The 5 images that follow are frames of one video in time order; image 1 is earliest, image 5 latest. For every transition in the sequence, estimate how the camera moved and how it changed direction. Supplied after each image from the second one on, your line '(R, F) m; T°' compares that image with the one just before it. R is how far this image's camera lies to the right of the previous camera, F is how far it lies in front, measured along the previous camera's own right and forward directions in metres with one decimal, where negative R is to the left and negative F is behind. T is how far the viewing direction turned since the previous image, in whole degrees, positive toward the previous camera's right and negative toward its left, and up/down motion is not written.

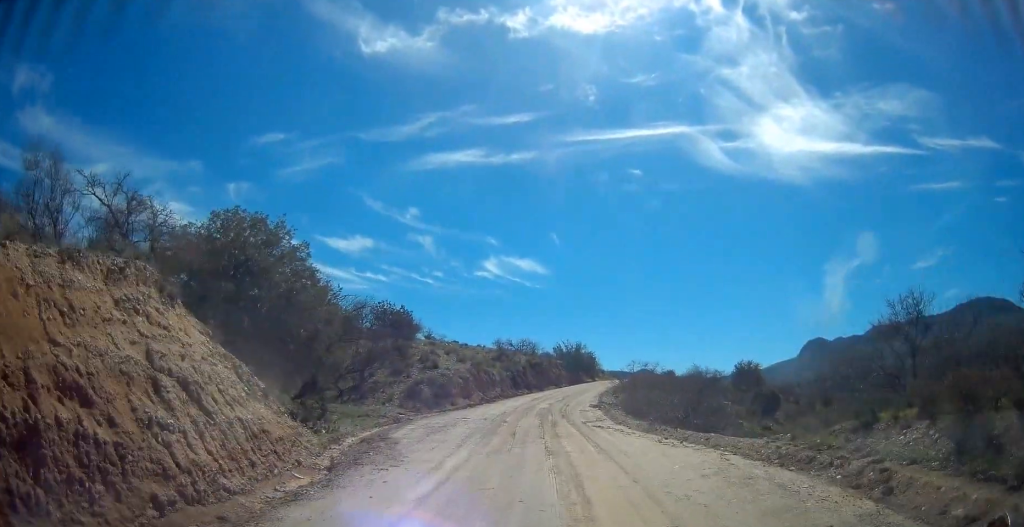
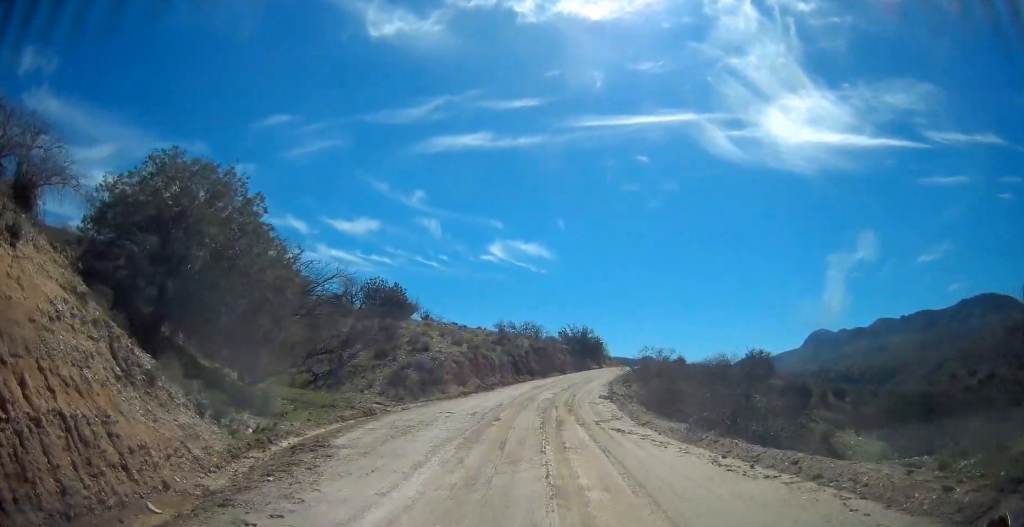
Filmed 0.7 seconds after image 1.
(-0.1, +4.3) m; -1°
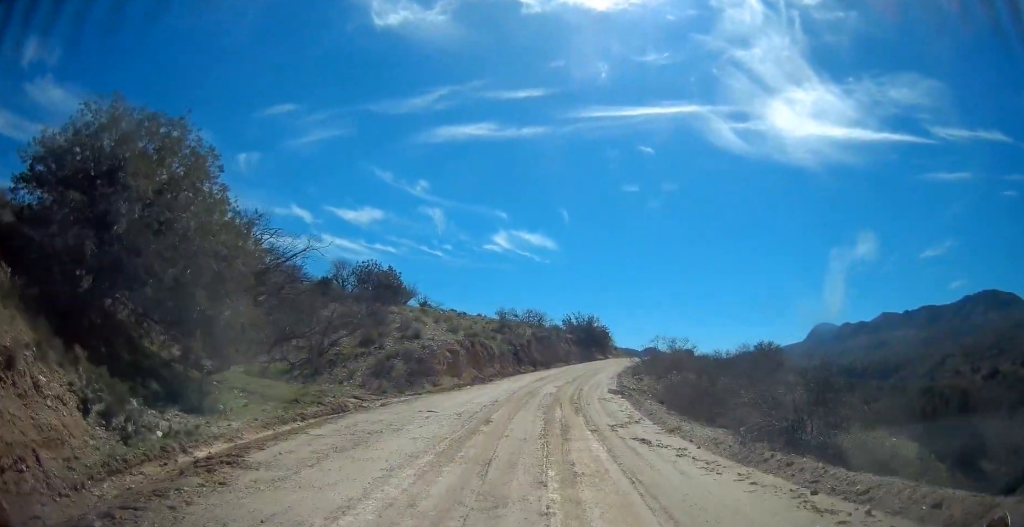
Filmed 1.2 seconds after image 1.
(0.0, +3.1) m; -1°
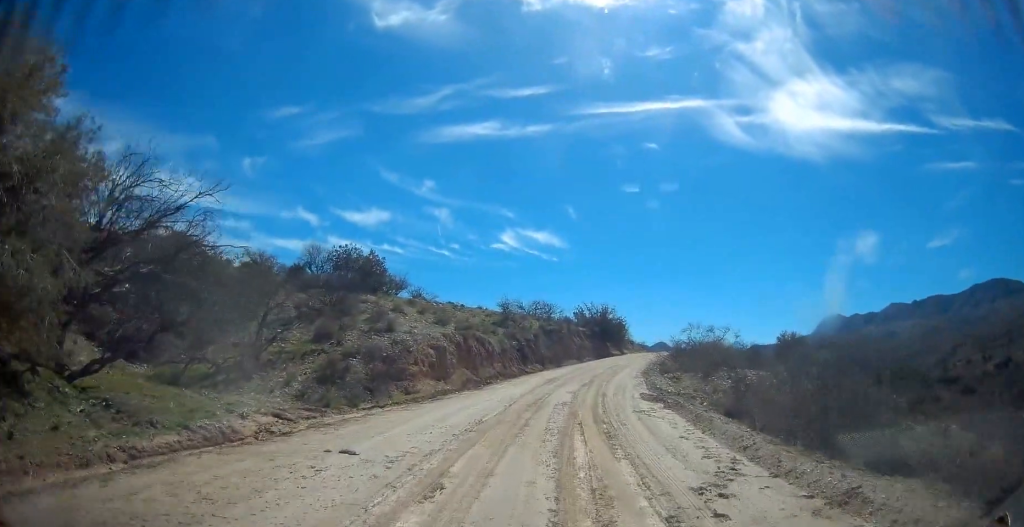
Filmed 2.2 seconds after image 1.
(-0.1, +6.6) m; -2°
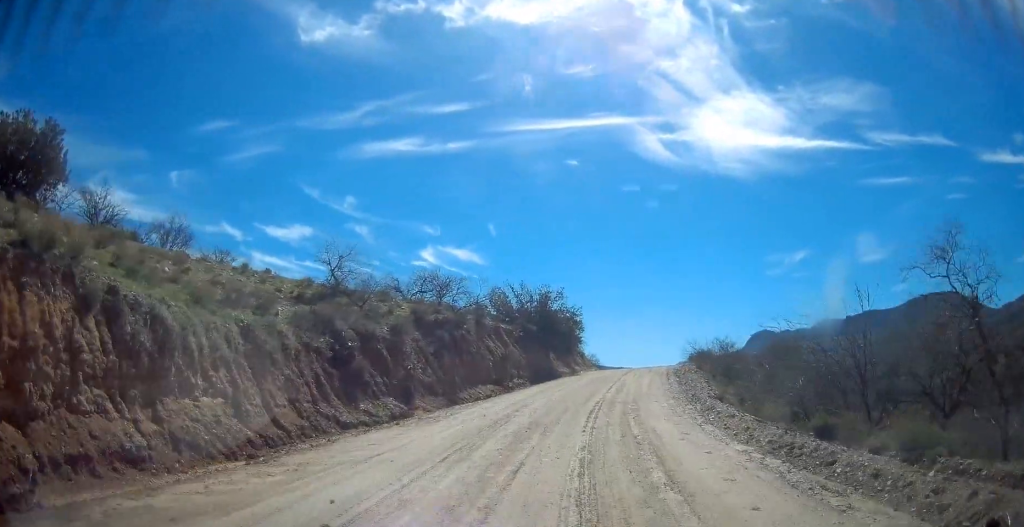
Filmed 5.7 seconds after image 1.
(+2.0, +25.2) m; +9°
